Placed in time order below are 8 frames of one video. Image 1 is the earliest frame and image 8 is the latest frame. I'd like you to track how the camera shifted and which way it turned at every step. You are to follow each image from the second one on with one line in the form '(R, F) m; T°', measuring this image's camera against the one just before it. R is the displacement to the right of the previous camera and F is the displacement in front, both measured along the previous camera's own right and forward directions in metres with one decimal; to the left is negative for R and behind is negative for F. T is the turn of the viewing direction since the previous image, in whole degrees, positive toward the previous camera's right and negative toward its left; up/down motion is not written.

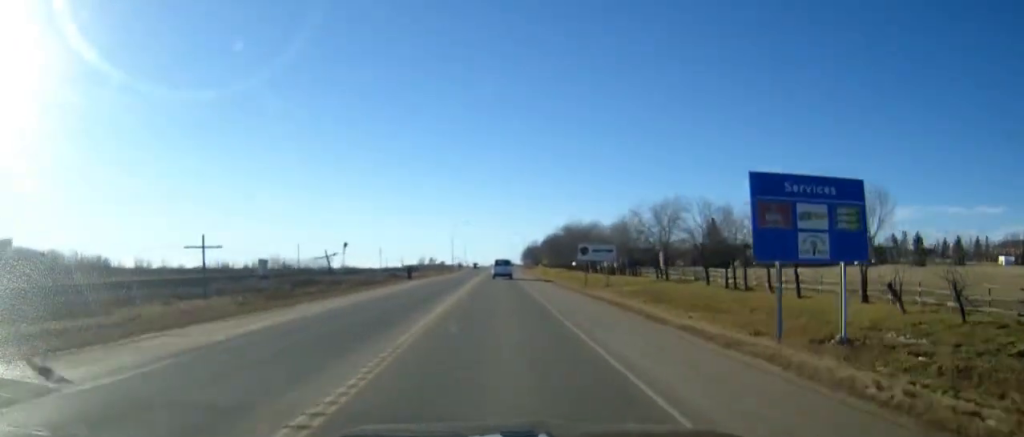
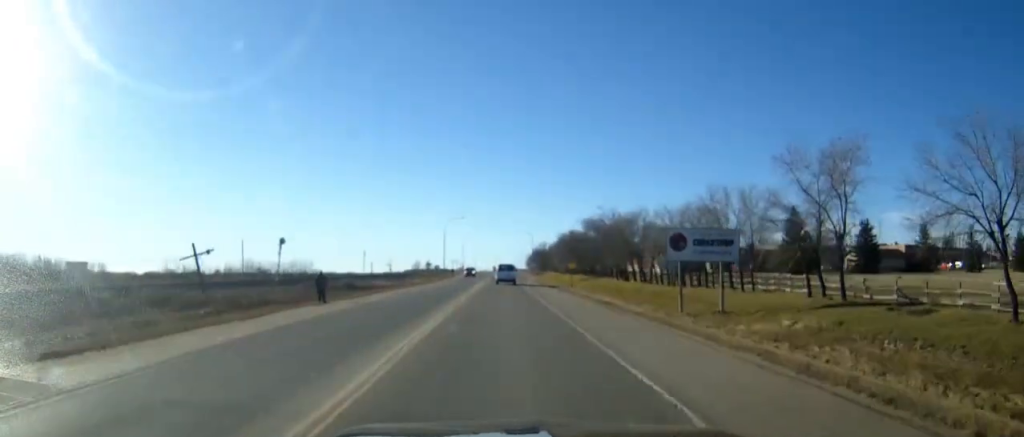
(-0.1, +39.9) m; 0°
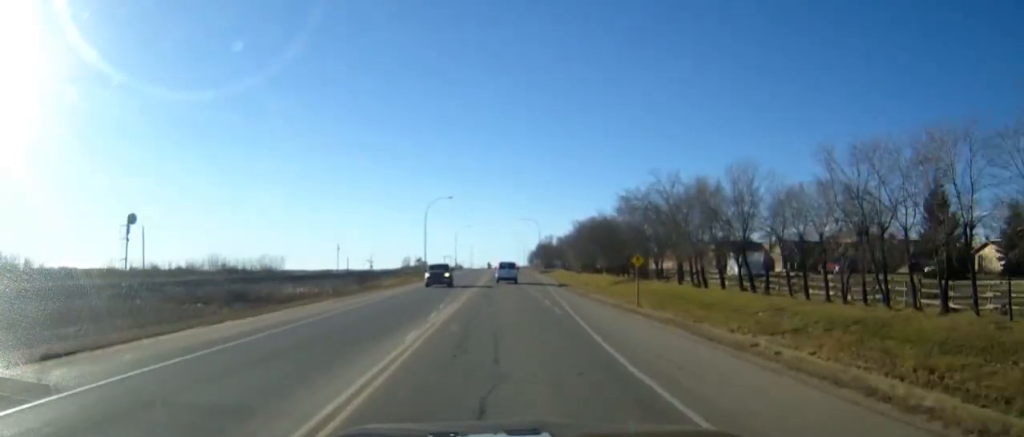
(0.0, +38.7) m; 0°
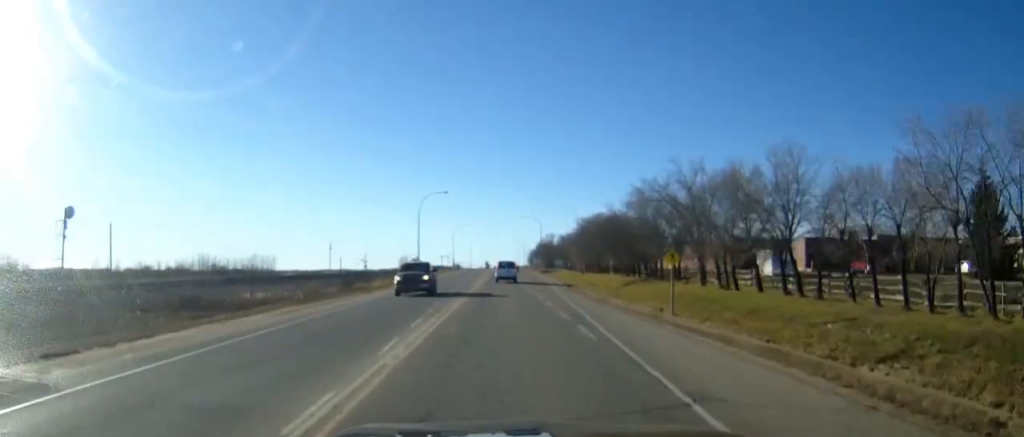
(0.0, +8.8) m; 0°
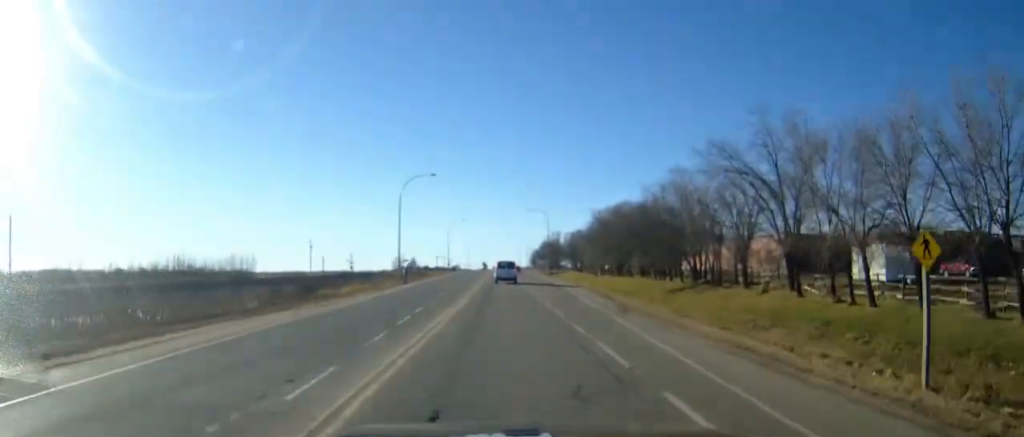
(0.0, +21.5) m; 0°
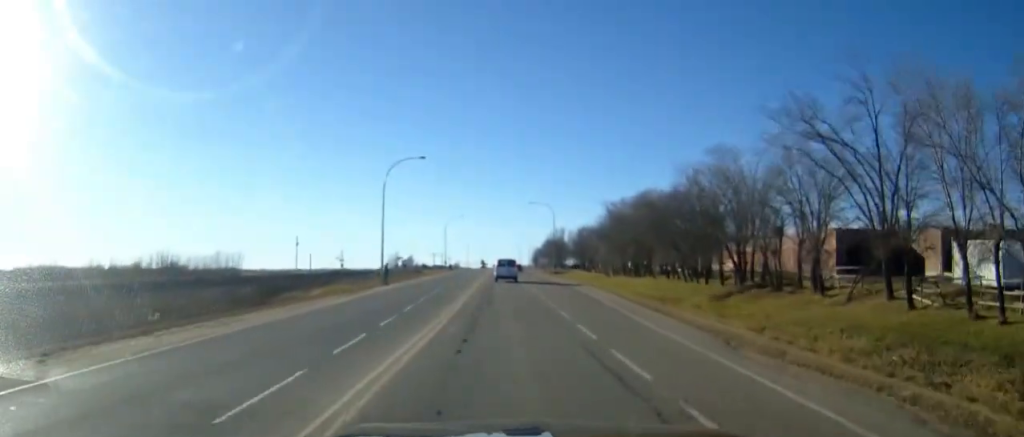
(0.0, +13.3) m; 0°
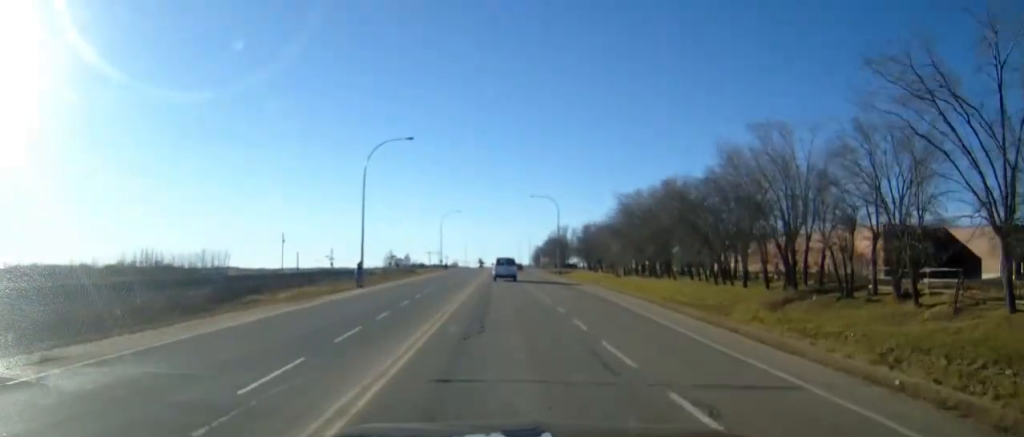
(0.0, +10.5) m; 0°
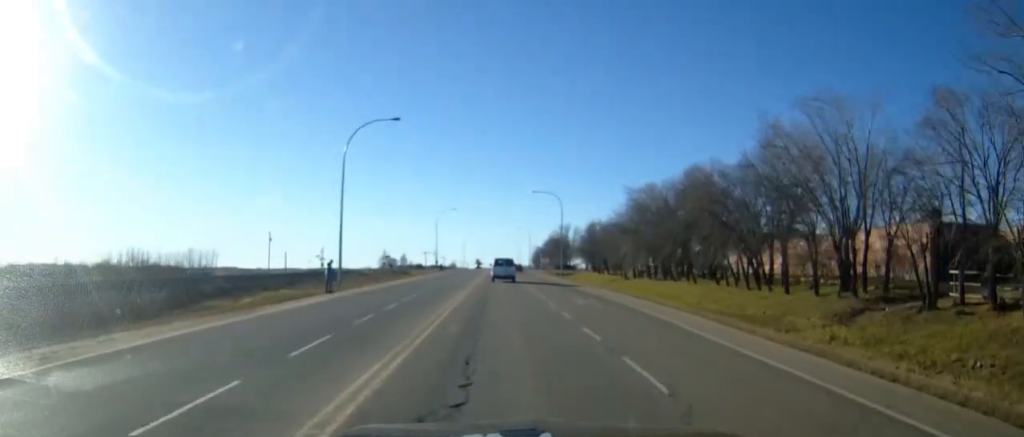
(0.0, +8.5) m; 0°
